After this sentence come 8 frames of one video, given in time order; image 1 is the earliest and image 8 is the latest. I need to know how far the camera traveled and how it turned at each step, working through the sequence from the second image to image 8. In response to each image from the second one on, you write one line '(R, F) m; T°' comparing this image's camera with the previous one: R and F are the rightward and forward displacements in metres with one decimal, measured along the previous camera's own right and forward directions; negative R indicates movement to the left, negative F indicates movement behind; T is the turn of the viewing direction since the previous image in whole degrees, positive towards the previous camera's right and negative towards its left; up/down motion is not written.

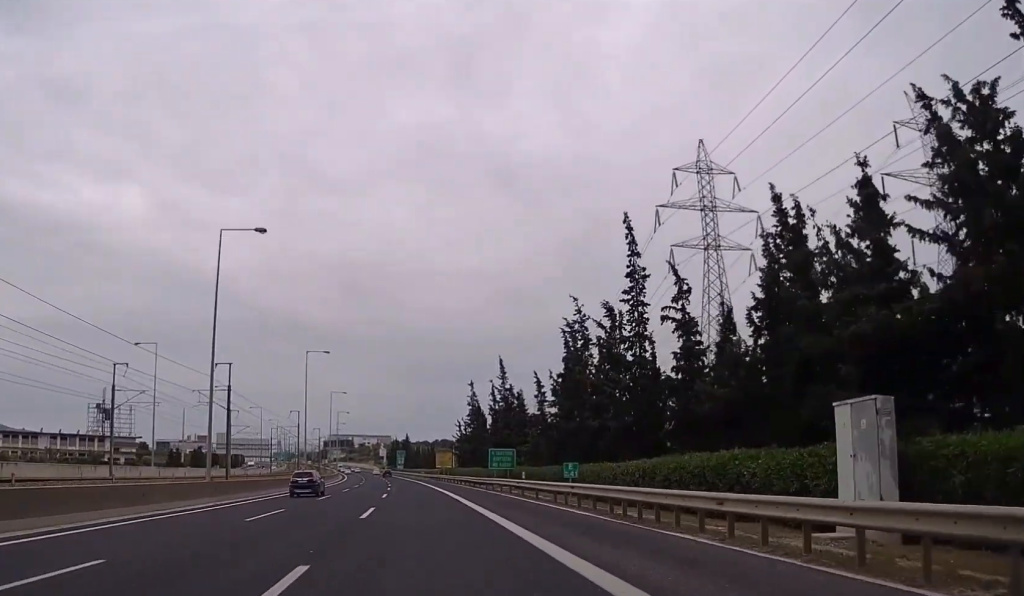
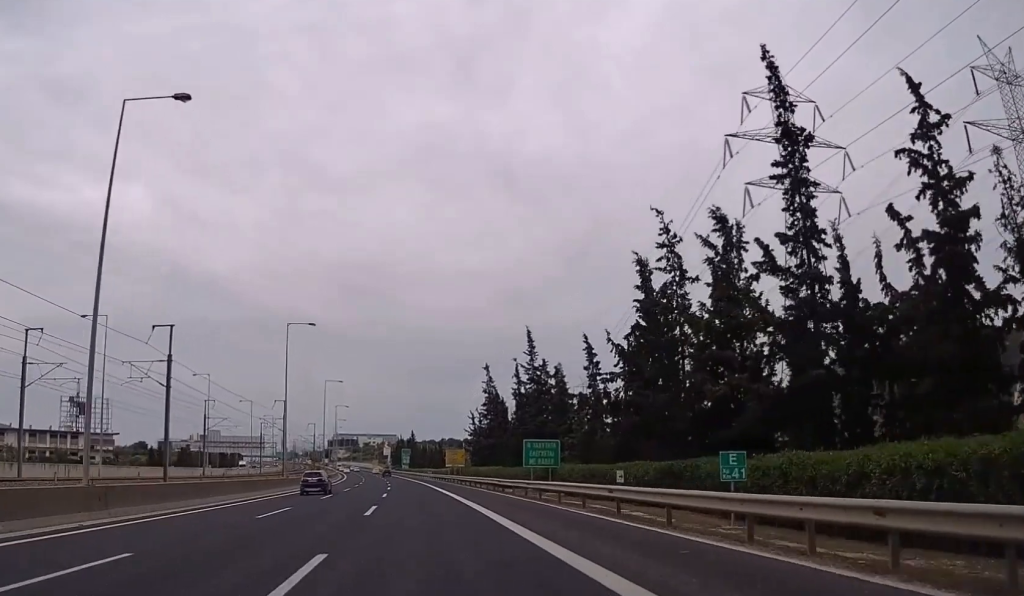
(-0.1, +16.2) m; -1°
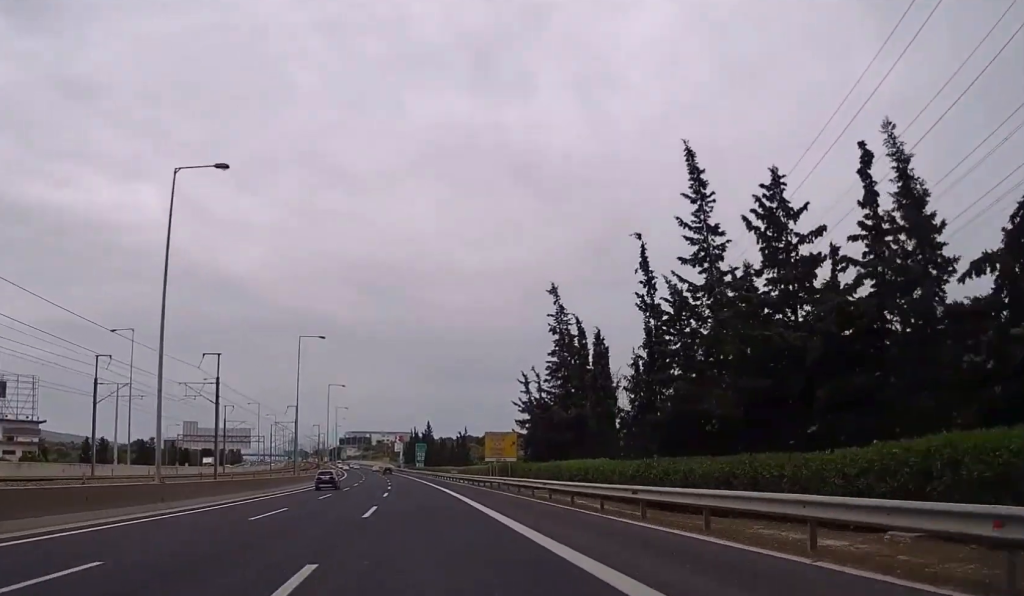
(-0.4, +37.8) m; -1°
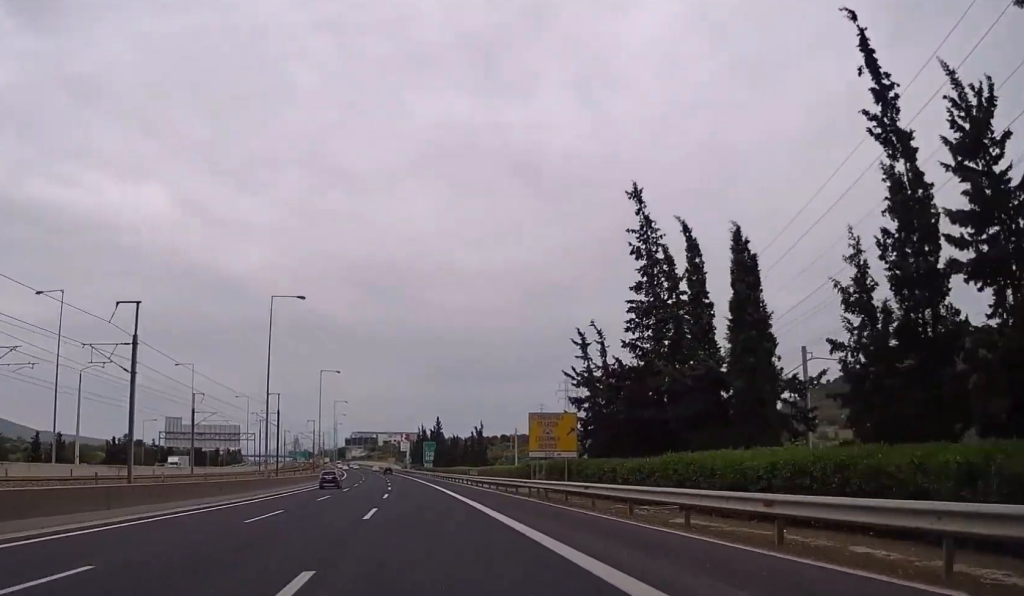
(0.0, +18.9) m; 0°
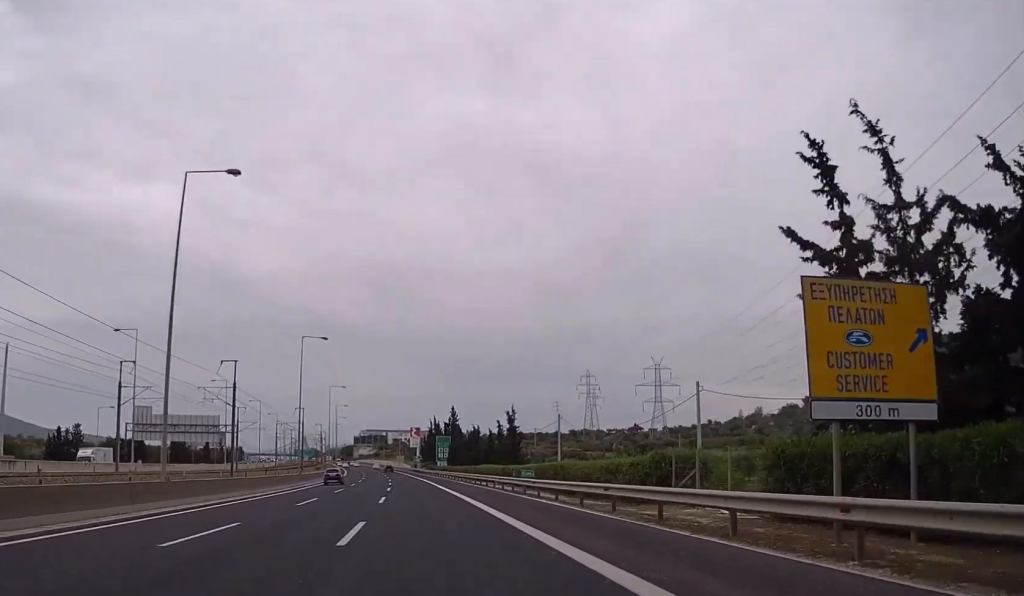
(-0.2, +26.1) m; -1°
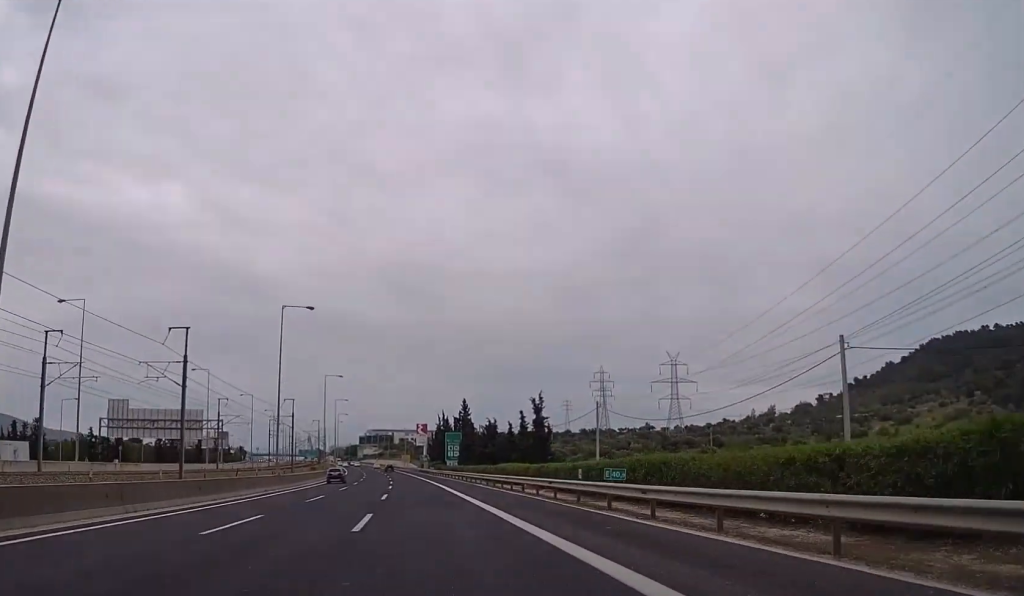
(-0.1, +15.3) m; 0°
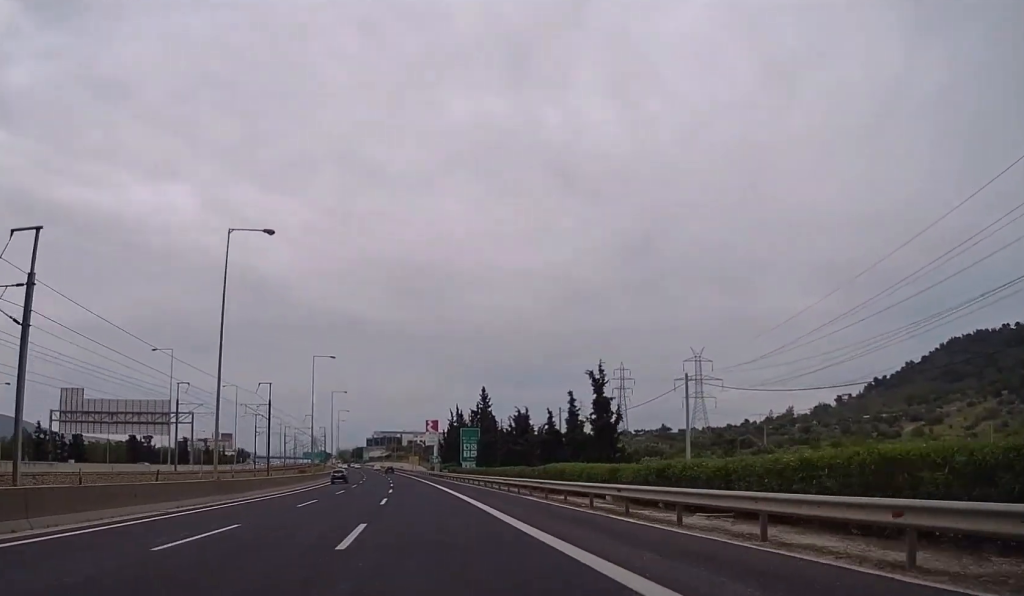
(0.0, +21.6) m; -1°
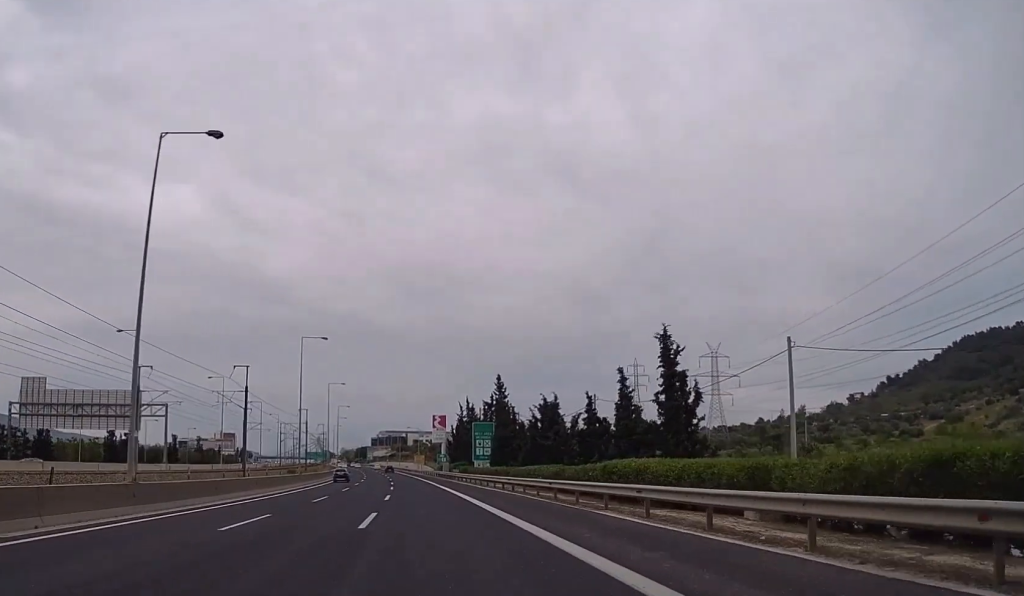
(-0.2, +13.5) m; 0°
